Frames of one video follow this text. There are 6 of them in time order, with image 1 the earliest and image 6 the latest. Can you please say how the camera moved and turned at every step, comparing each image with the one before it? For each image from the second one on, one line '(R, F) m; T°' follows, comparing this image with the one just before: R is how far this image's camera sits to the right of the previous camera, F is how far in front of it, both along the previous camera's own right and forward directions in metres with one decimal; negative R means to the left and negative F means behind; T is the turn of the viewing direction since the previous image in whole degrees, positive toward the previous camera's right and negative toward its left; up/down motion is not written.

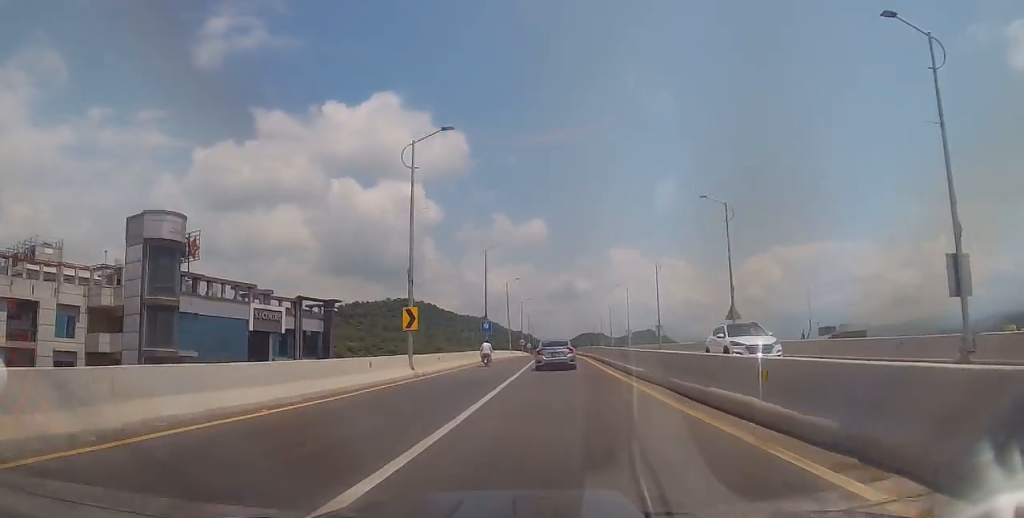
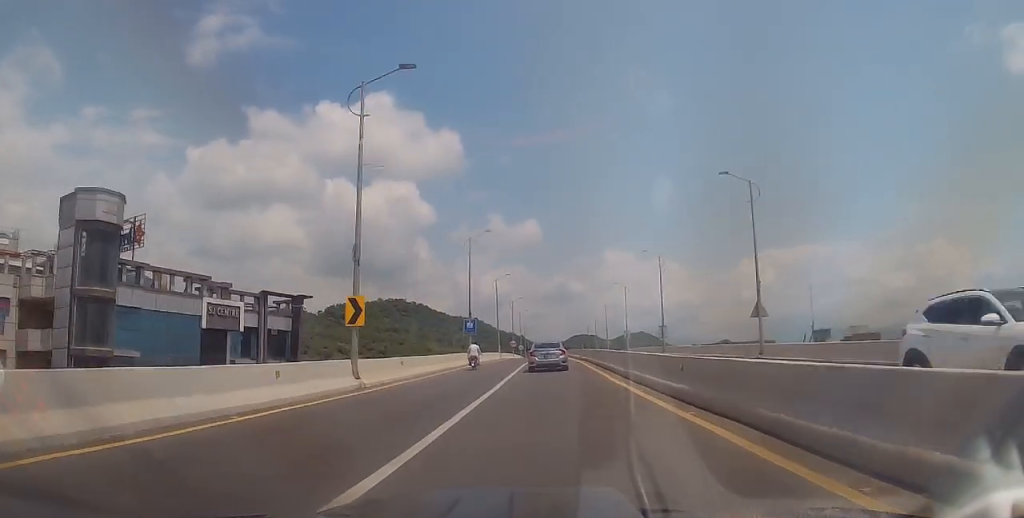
(-0.1, +6.7) m; +1°
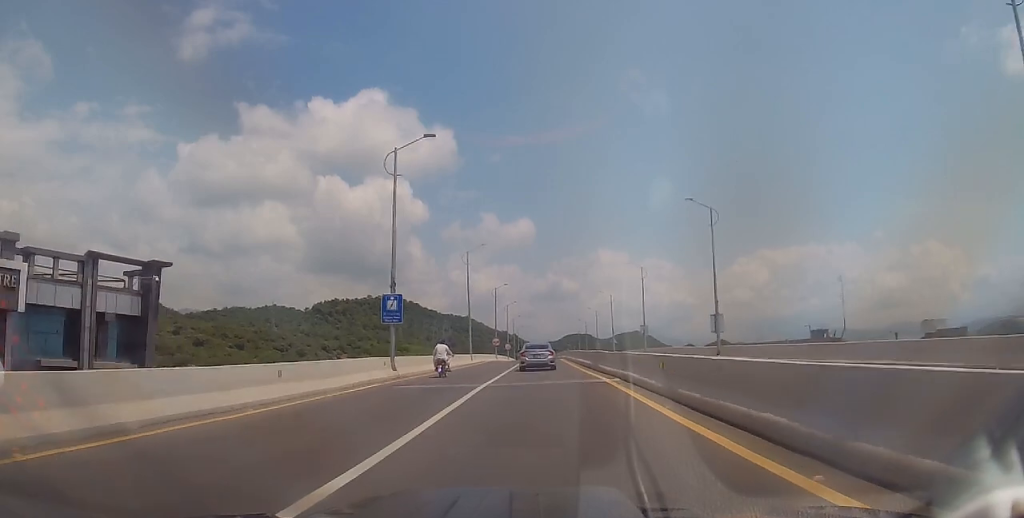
(+0.2, +23.2) m; -1°
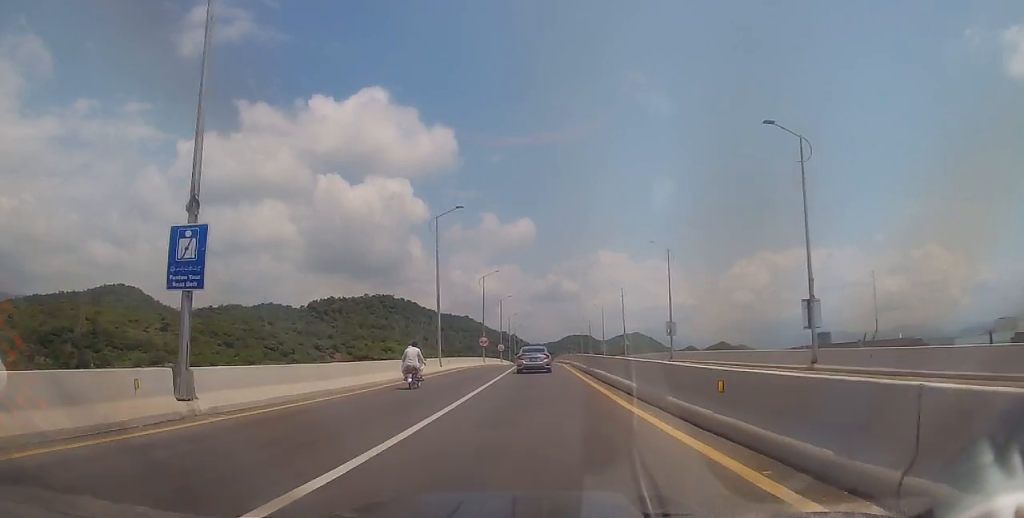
(-0.2, +15.8) m; 0°
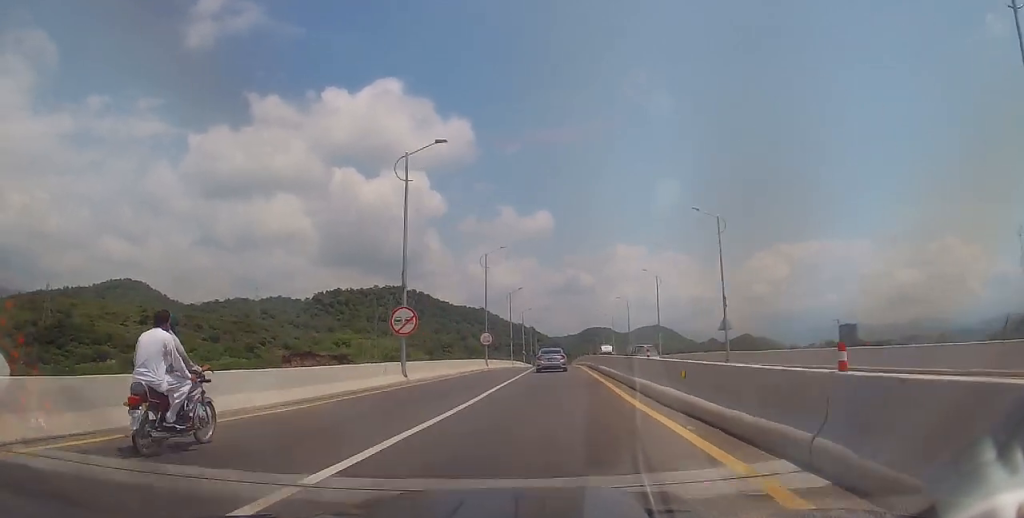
(+0.1, +44.1) m; -1°
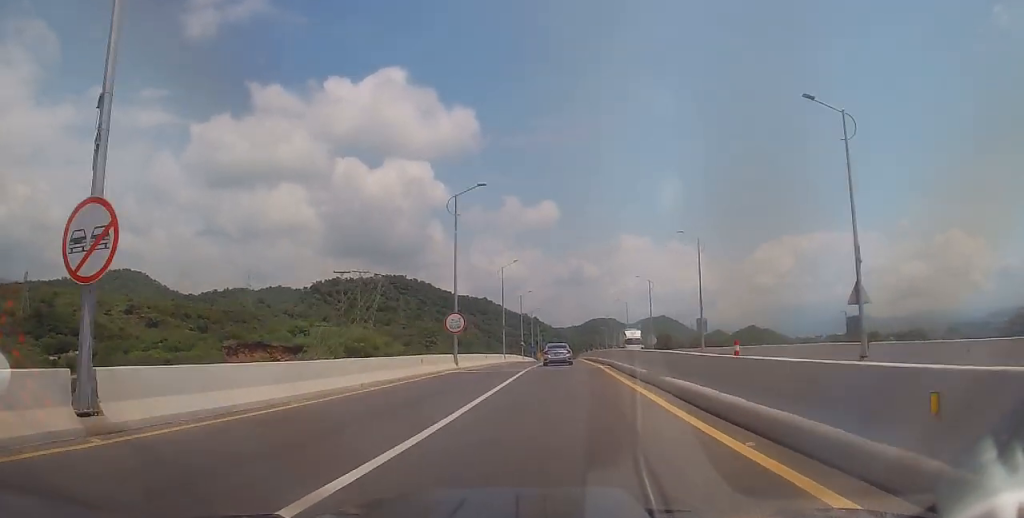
(0.0, +19.5) m; +1°
